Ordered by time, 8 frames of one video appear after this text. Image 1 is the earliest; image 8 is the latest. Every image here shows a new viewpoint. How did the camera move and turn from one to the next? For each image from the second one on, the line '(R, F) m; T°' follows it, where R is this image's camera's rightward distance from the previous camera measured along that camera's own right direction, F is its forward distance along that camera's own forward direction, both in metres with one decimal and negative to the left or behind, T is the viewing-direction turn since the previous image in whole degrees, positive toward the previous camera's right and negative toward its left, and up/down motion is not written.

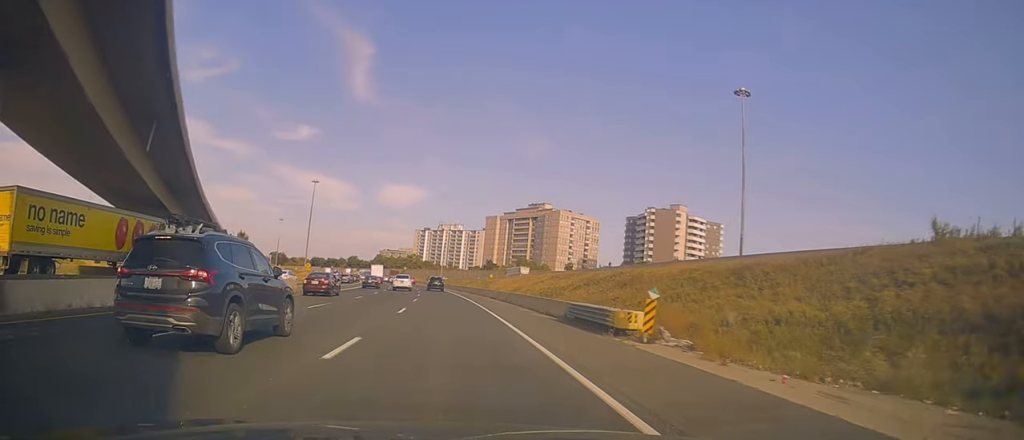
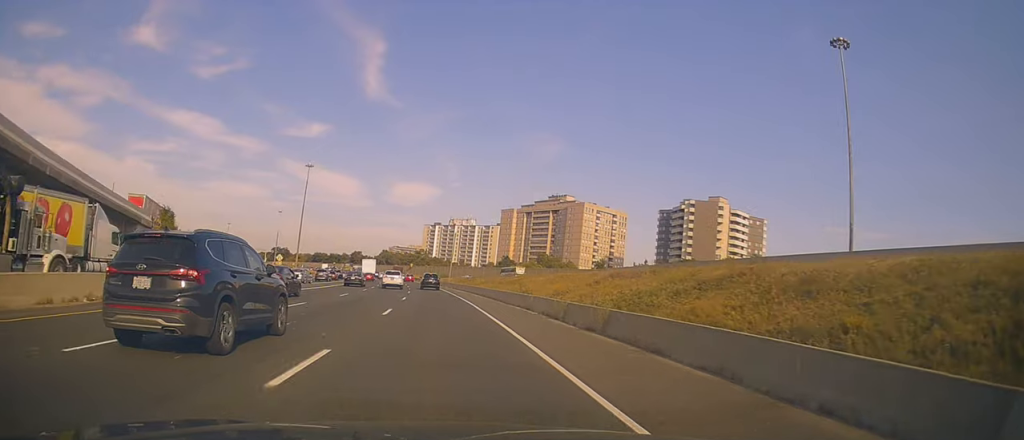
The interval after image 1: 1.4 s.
(+0.1, +29.0) m; -1°
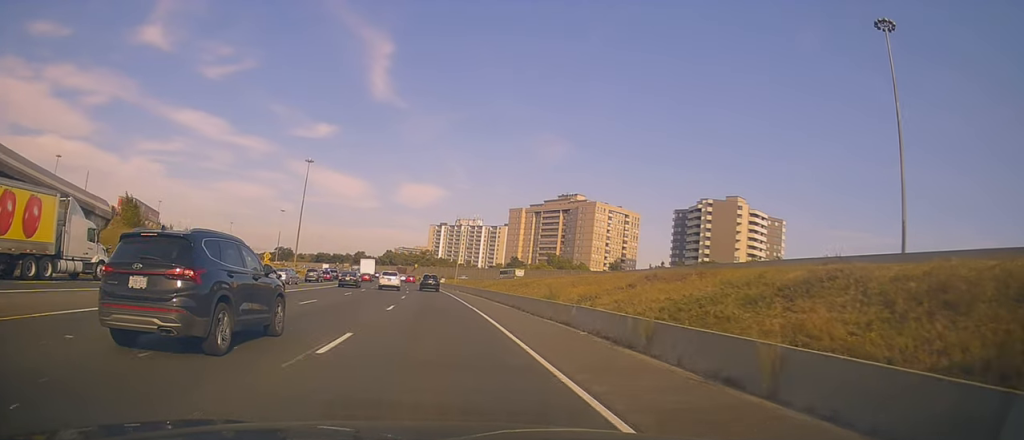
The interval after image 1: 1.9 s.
(0.0, +10.3) m; -1°
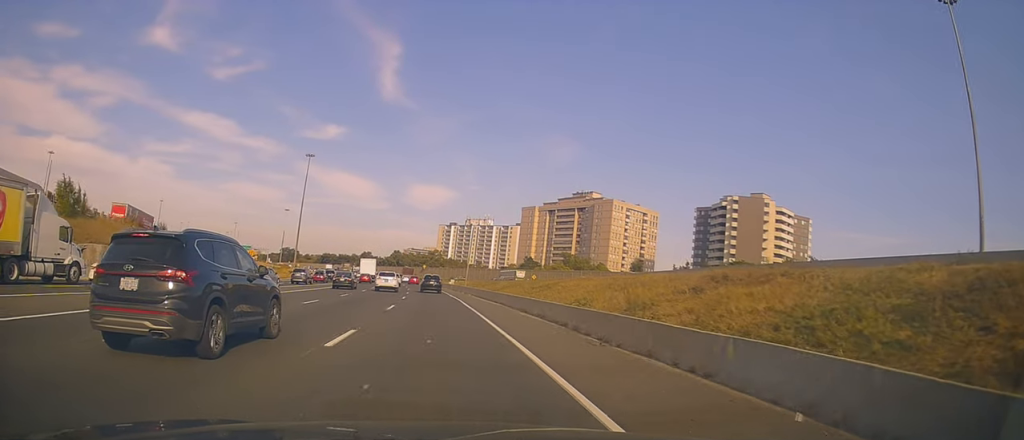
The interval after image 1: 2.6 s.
(-0.5, +12.3) m; 0°
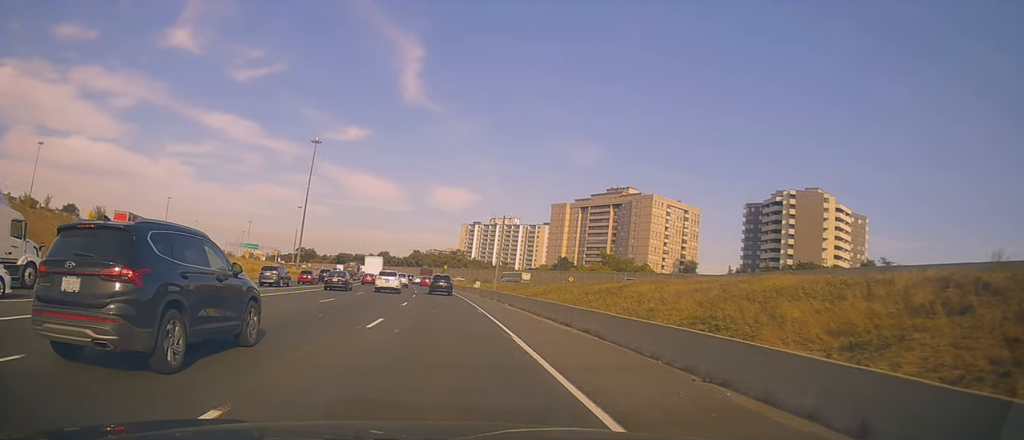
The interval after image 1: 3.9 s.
(+0.7, +21.2) m; 0°
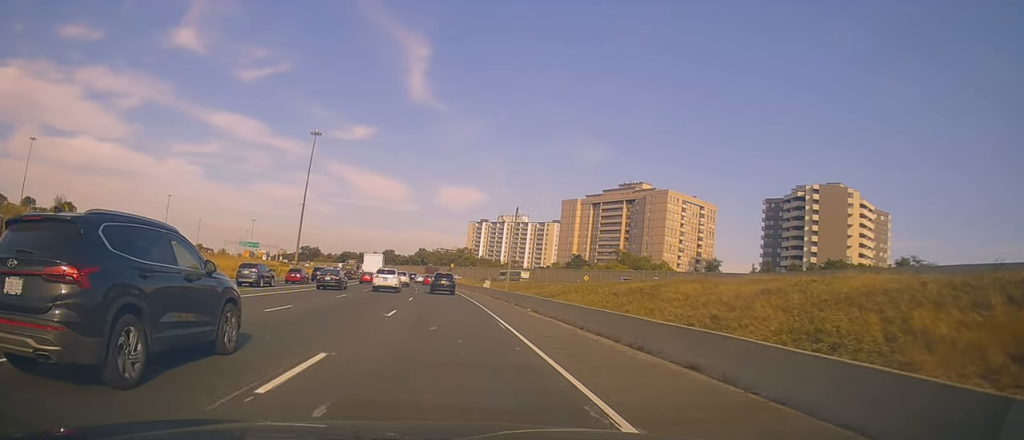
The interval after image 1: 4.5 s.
(-0.2, +8.5) m; -3°
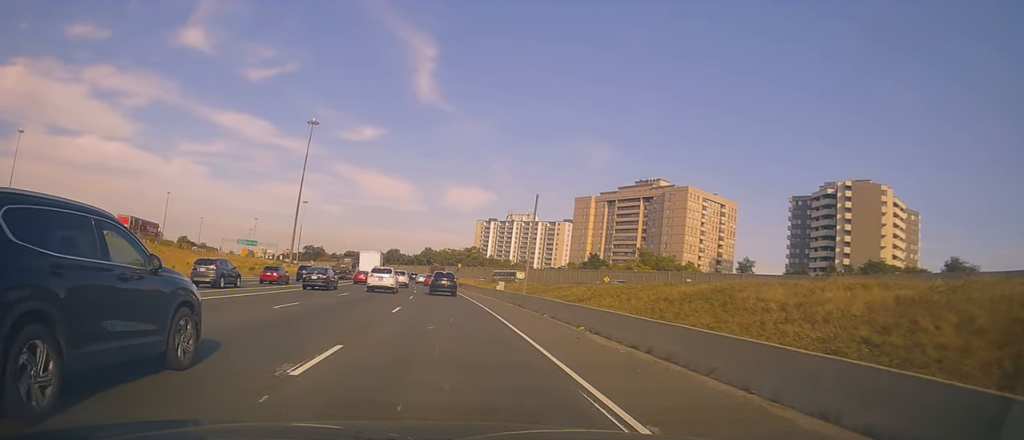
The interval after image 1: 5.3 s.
(-0.5, +11.7) m; -3°
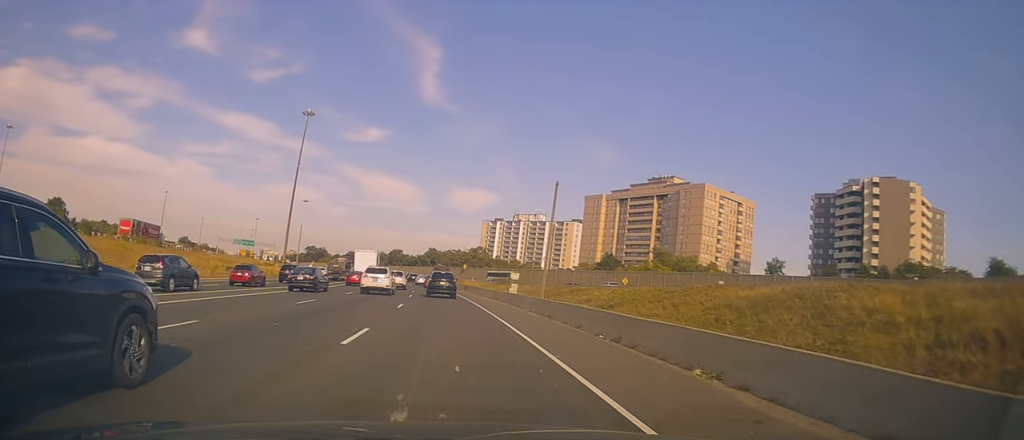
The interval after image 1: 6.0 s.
(-0.2, +9.9) m; -1°
